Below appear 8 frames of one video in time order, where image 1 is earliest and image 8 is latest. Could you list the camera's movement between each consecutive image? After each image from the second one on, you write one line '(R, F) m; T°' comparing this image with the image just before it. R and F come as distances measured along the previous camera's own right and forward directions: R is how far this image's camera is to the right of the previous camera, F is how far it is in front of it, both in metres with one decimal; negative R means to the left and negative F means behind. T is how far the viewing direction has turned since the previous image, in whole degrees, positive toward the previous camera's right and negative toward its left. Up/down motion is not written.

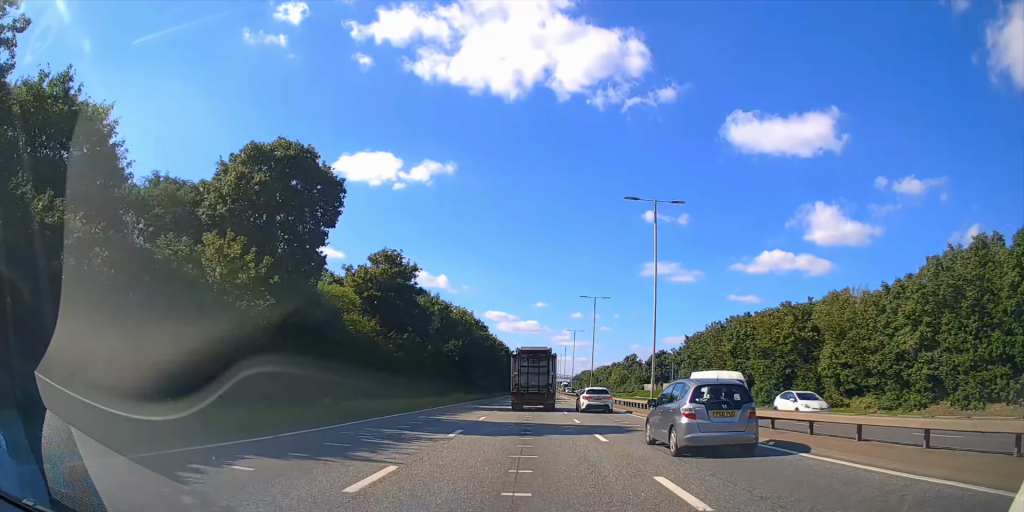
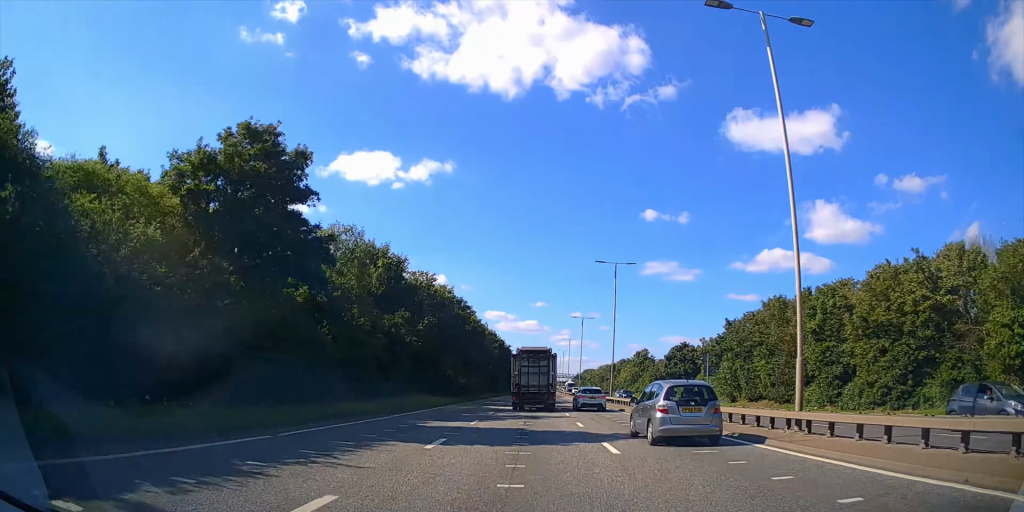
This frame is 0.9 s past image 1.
(0.0, +17.8) m; 0°
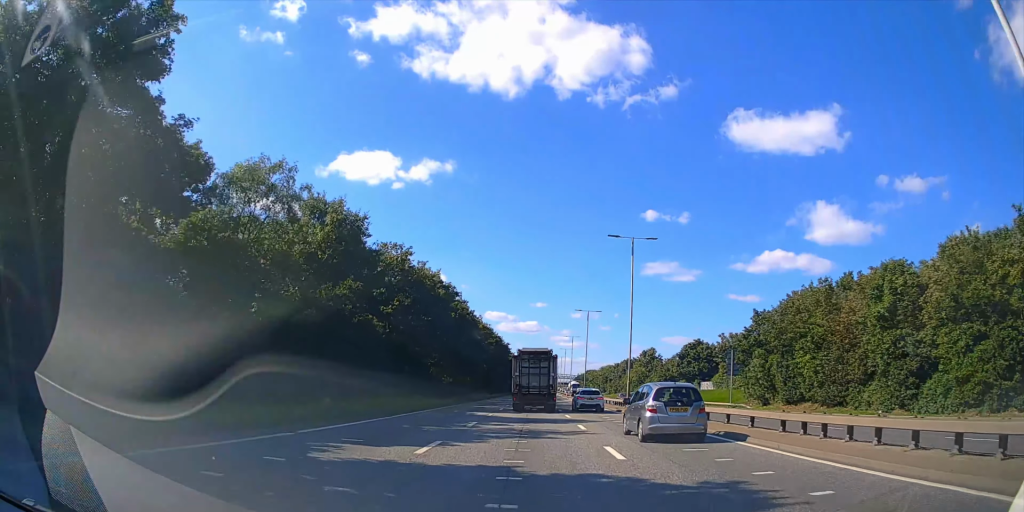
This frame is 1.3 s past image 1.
(0.0, +8.7) m; 0°
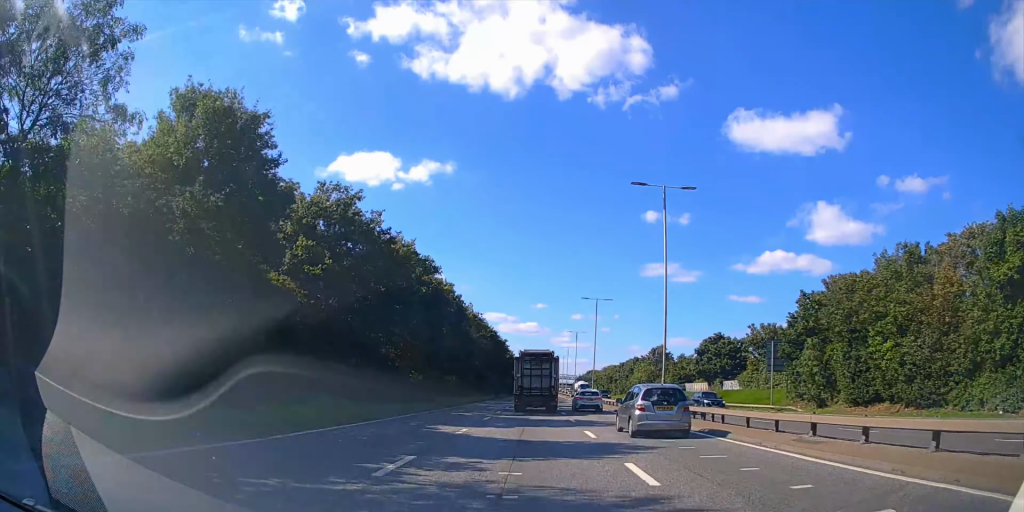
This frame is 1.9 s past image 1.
(0.0, +11.0) m; 0°
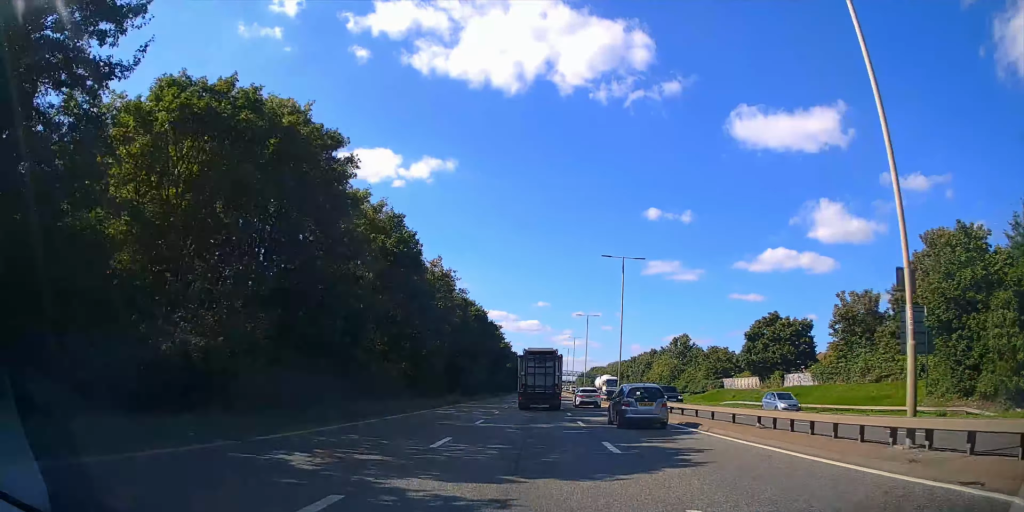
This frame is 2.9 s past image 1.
(-0.1, +21.0) m; 0°
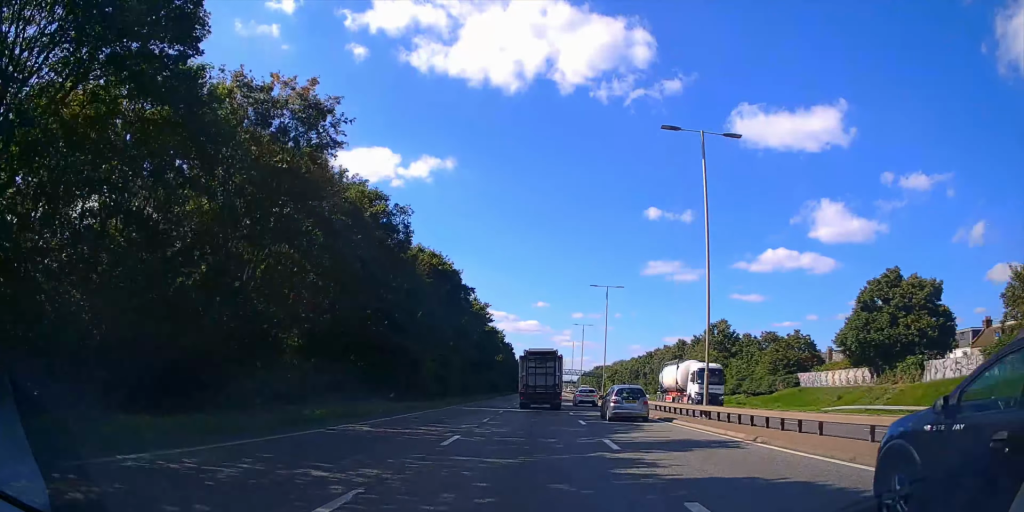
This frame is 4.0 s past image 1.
(-0.1, +24.5) m; 0°
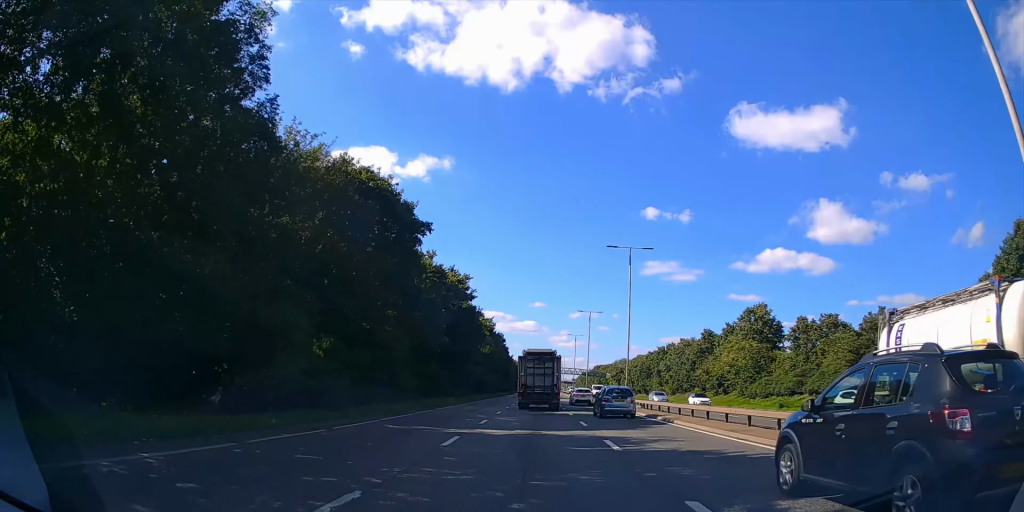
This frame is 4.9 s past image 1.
(+0.1, +17.6) m; 0°
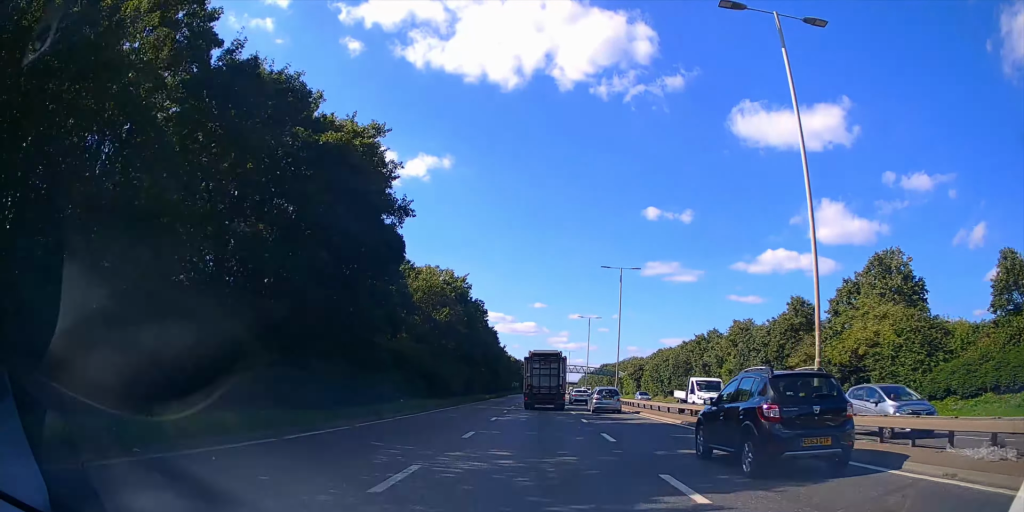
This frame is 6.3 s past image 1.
(-0.1, +31.3) m; 0°
